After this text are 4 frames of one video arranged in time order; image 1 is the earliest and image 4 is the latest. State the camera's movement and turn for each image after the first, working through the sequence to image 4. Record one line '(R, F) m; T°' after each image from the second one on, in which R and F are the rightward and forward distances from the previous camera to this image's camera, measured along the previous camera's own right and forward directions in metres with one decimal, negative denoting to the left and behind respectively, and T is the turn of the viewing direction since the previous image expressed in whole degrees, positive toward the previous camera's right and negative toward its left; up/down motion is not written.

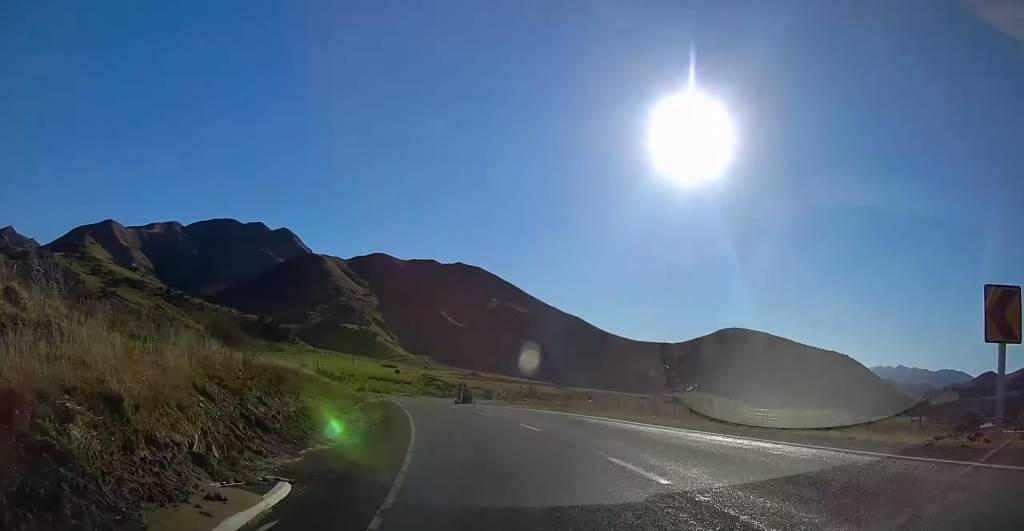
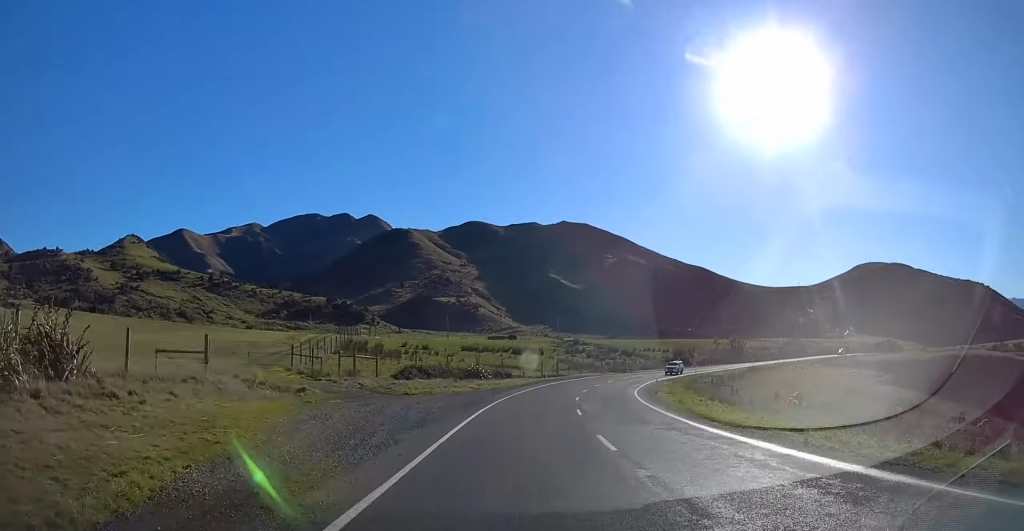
(-22.6, +111.9) m; -5°
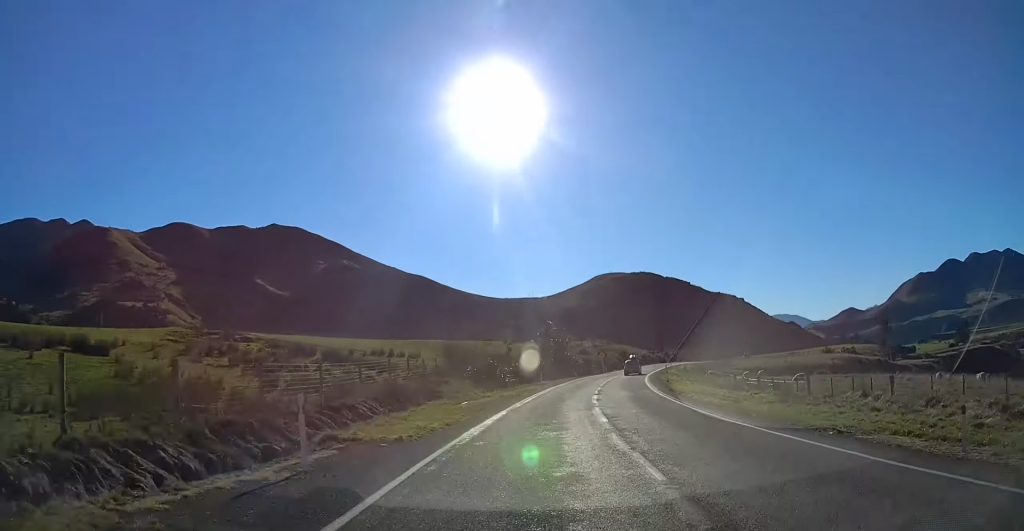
(+7.3, +80.9) m; +14°
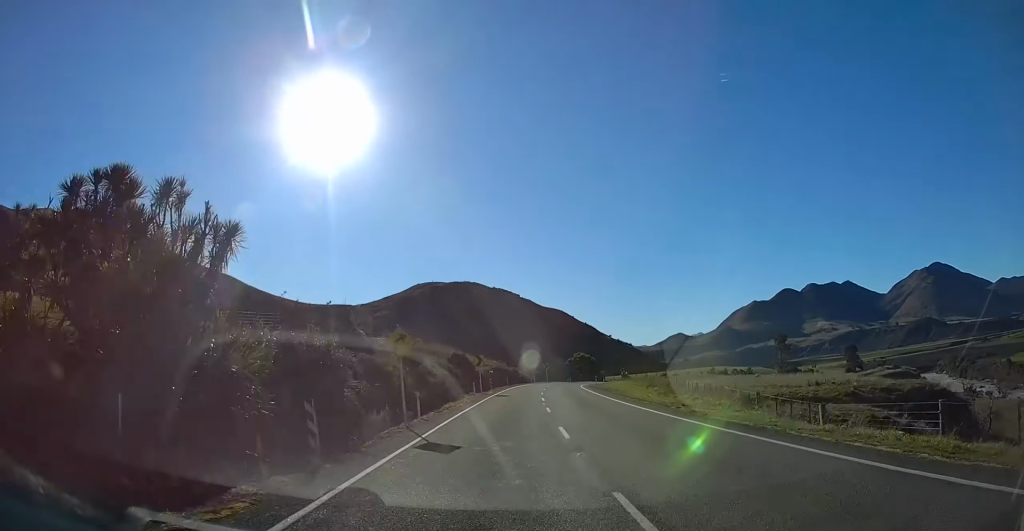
(+10.2, +72.3) m; +16°
